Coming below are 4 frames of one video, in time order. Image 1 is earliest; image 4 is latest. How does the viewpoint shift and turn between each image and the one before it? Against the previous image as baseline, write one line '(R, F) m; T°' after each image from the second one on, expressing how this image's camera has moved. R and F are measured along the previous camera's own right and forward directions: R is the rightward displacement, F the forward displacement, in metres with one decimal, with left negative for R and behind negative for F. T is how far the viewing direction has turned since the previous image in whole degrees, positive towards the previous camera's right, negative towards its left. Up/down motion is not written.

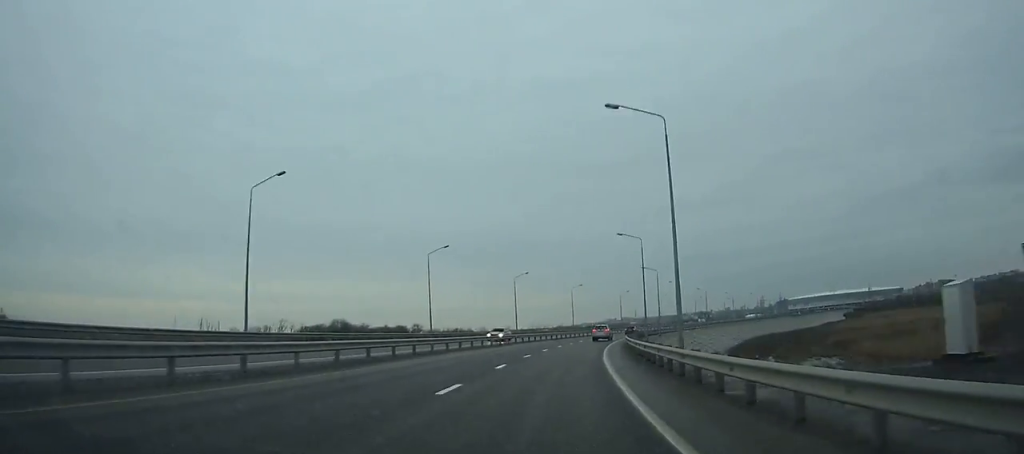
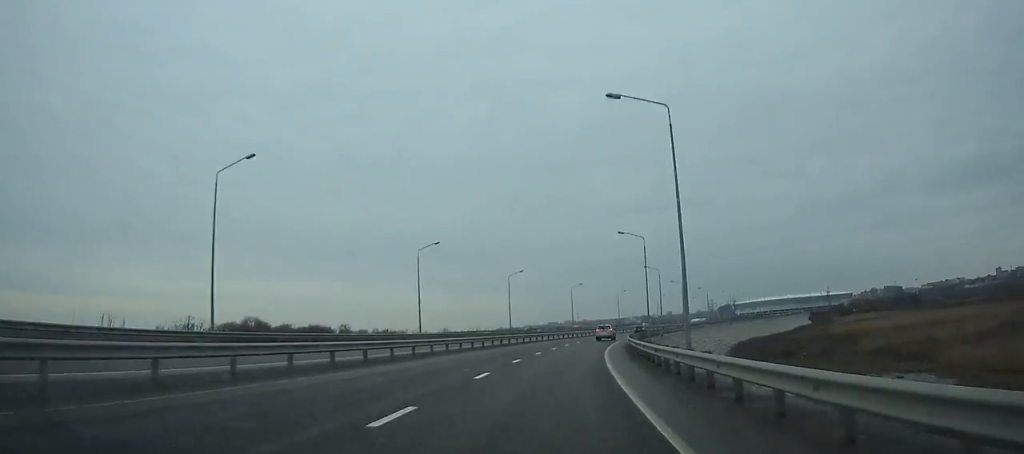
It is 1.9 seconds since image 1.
(+1.4, +36.3) m; +6°
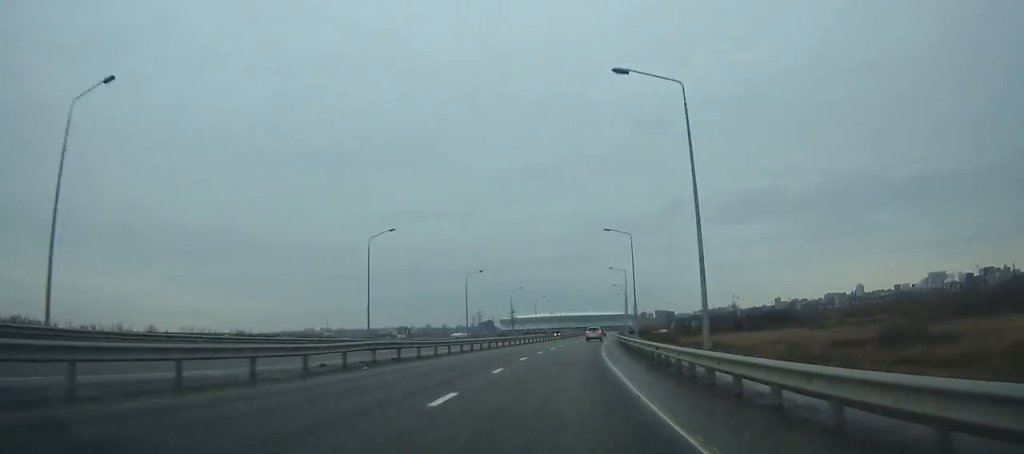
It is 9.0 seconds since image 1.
(+28.7, +136.5) m; +21°
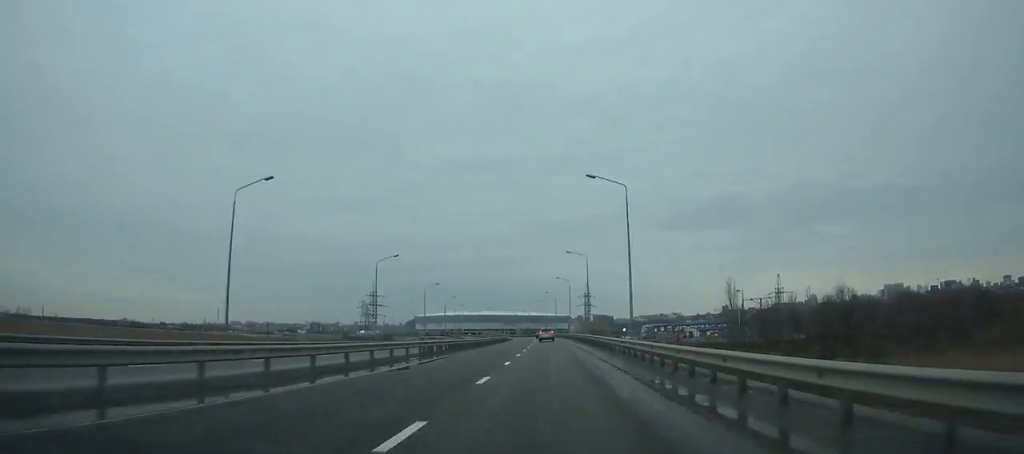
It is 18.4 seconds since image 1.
(+15.1, +189.3) m; +5°
